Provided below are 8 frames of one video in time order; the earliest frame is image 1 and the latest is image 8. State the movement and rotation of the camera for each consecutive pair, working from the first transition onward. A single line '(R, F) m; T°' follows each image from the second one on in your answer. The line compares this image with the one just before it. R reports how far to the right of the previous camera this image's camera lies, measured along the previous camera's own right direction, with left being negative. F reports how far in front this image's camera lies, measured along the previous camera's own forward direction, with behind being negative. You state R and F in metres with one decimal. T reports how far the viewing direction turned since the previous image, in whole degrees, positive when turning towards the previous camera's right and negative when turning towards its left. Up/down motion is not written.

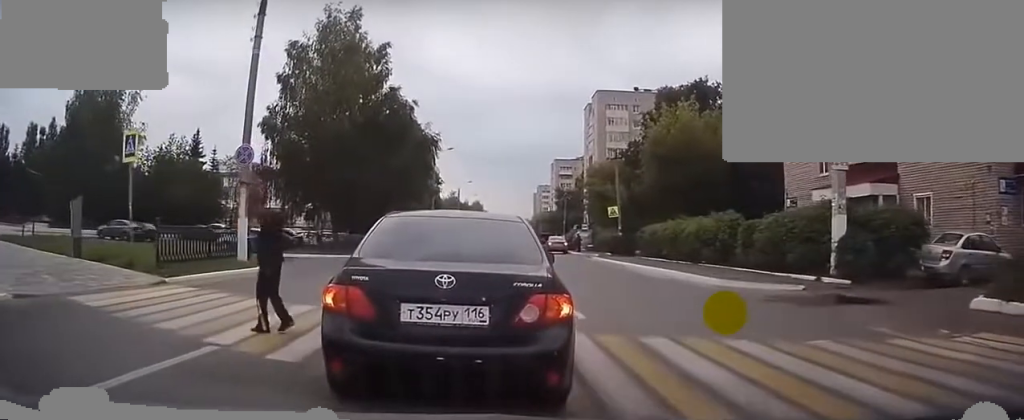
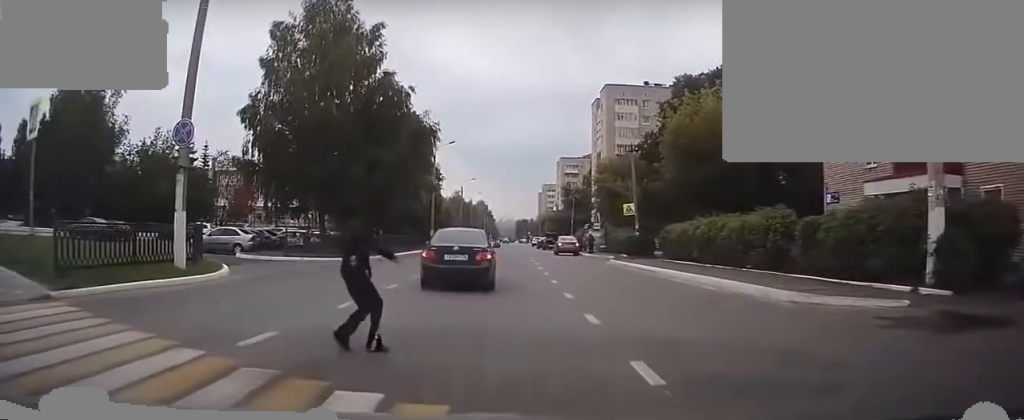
(0.0, +2.6) m; +1°
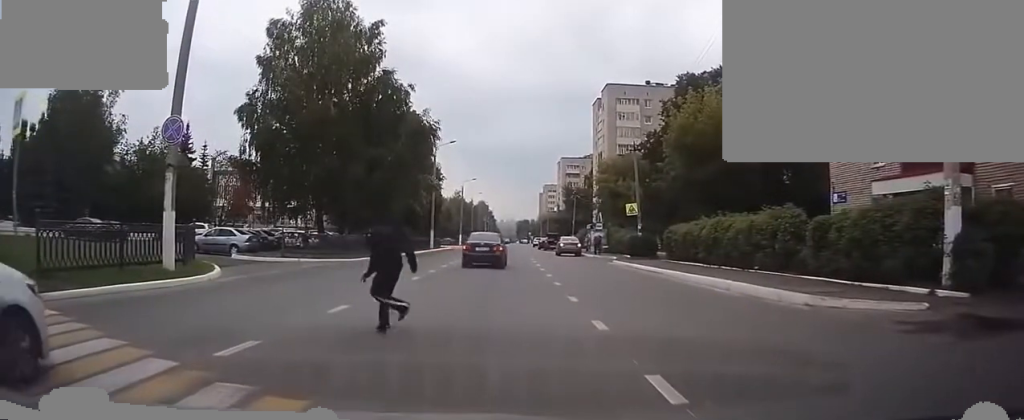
(+0.1, +1.5) m; 0°
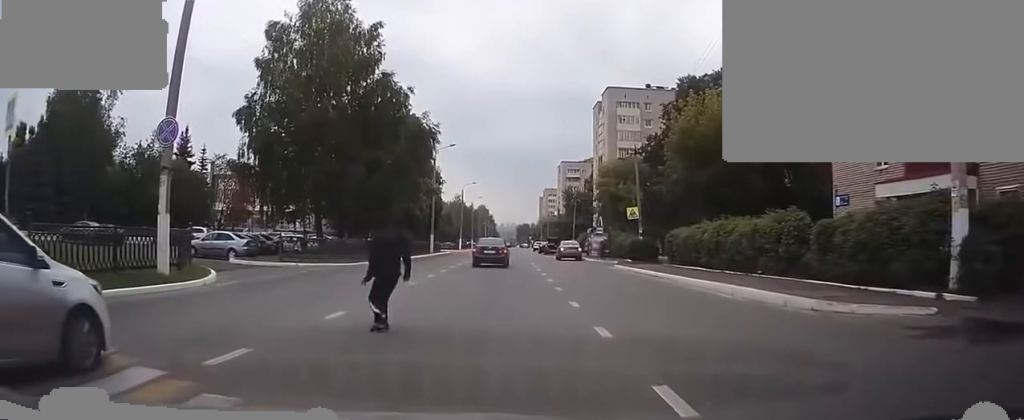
(+0.1, +0.6) m; 0°
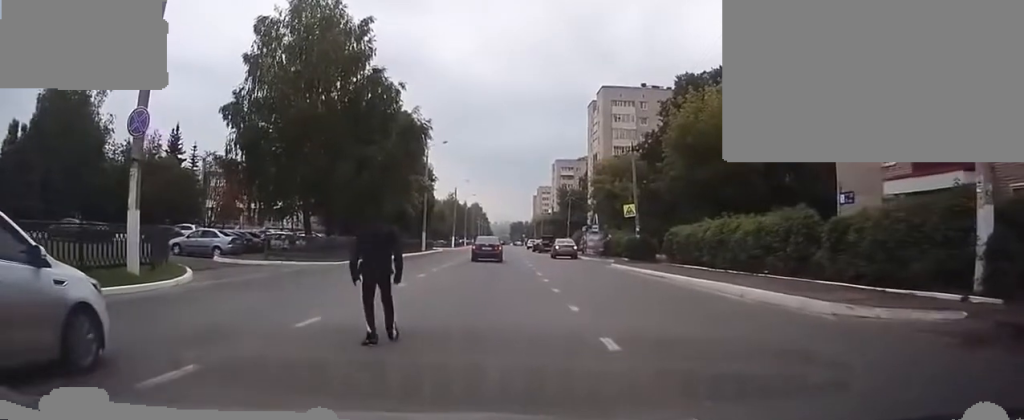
(+0.1, +0.7) m; 0°
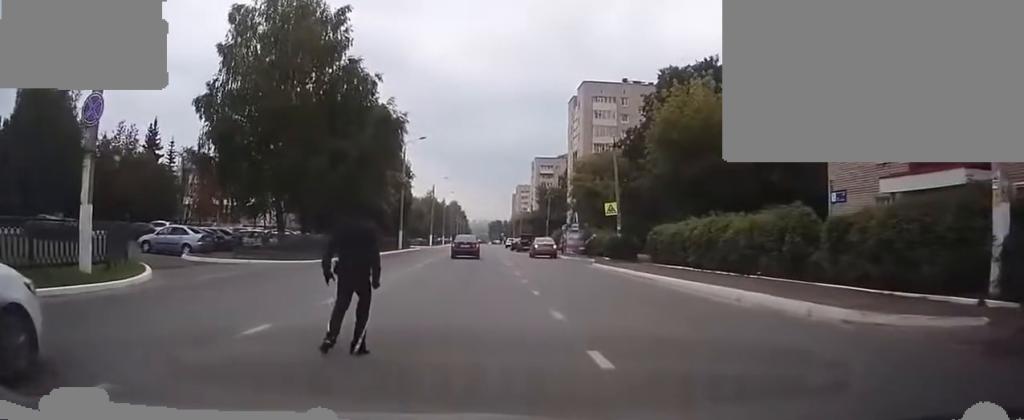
(+0.1, +0.7) m; +4°
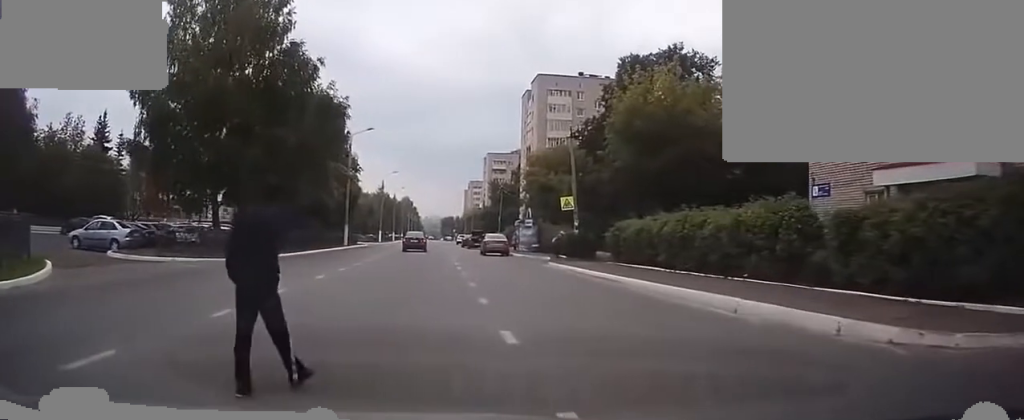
(+0.2, +1.8) m; +9°
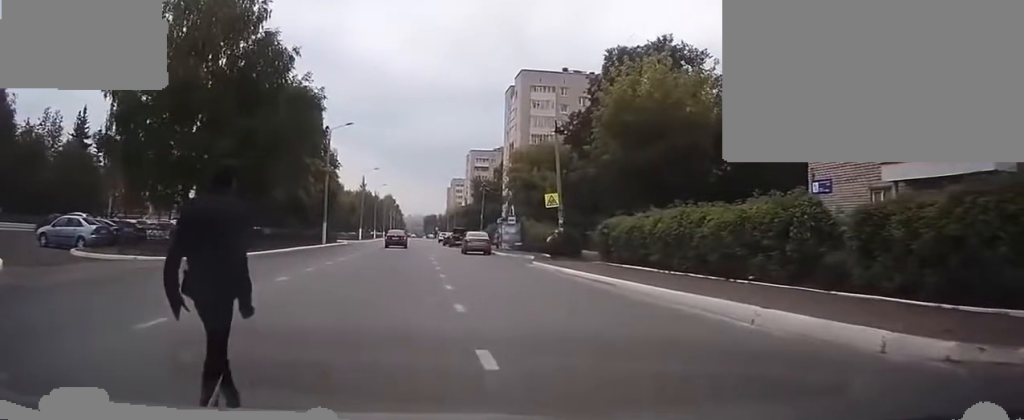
(0.0, +1.3) m; +2°
